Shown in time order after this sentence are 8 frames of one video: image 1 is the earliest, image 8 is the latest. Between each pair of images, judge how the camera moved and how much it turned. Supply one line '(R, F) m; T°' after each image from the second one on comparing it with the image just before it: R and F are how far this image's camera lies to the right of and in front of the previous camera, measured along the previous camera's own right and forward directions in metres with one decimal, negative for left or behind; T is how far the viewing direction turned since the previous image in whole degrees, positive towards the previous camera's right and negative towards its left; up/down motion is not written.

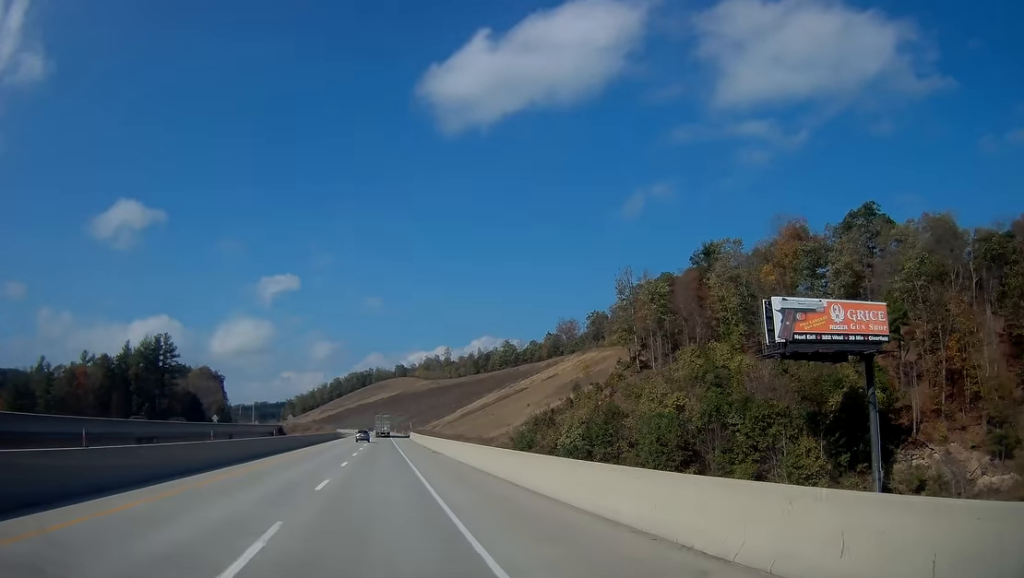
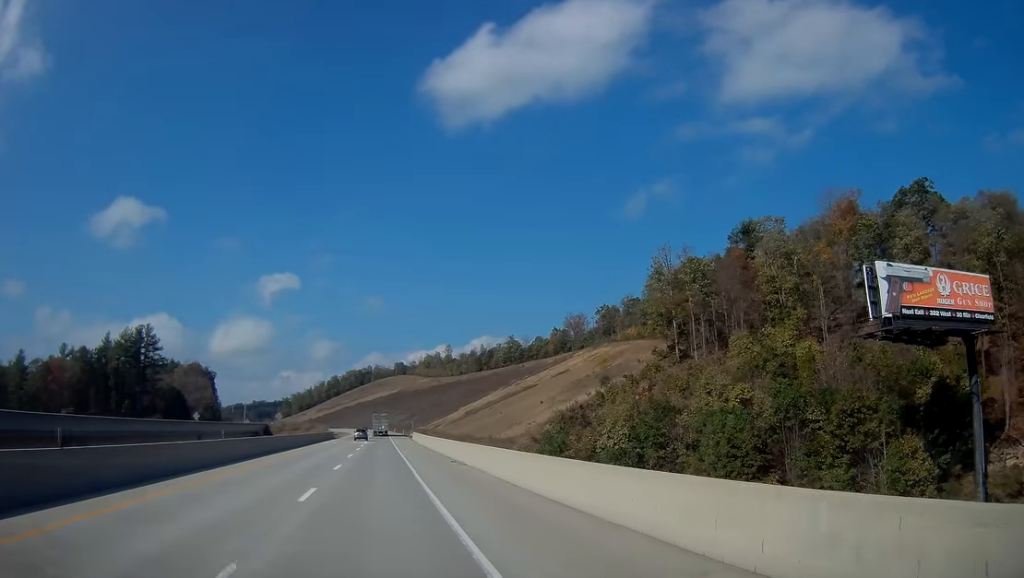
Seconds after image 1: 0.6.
(-0.1, +15.4) m; 0°
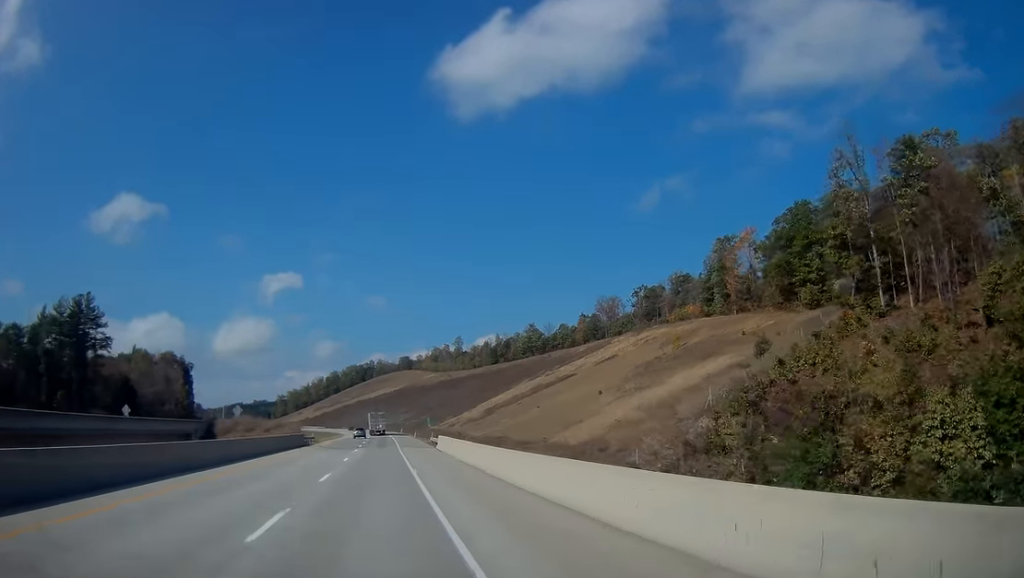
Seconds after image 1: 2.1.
(+0.5, +42.5) m; 0°
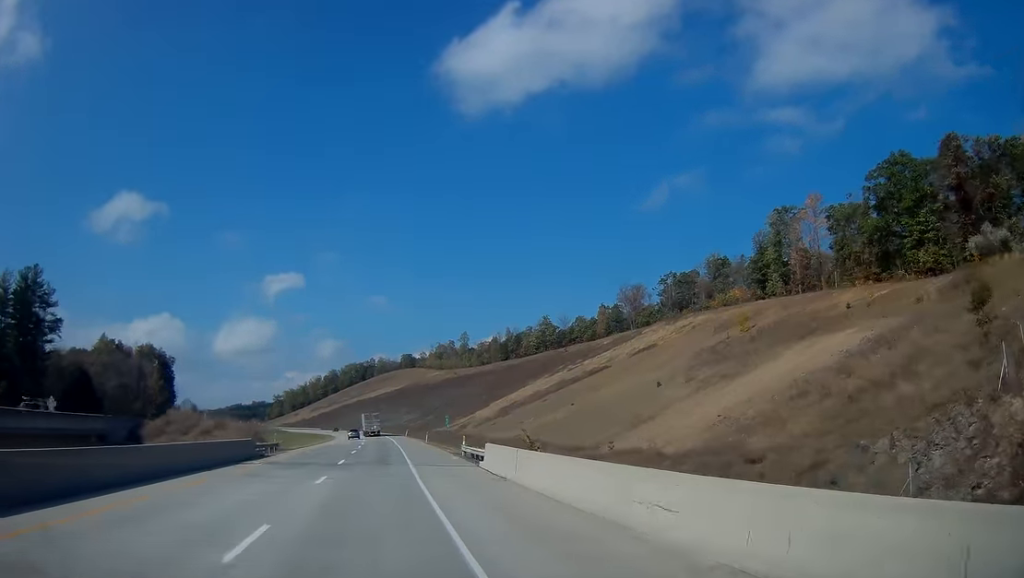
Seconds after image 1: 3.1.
(-0.1, +26.1) m; 0°
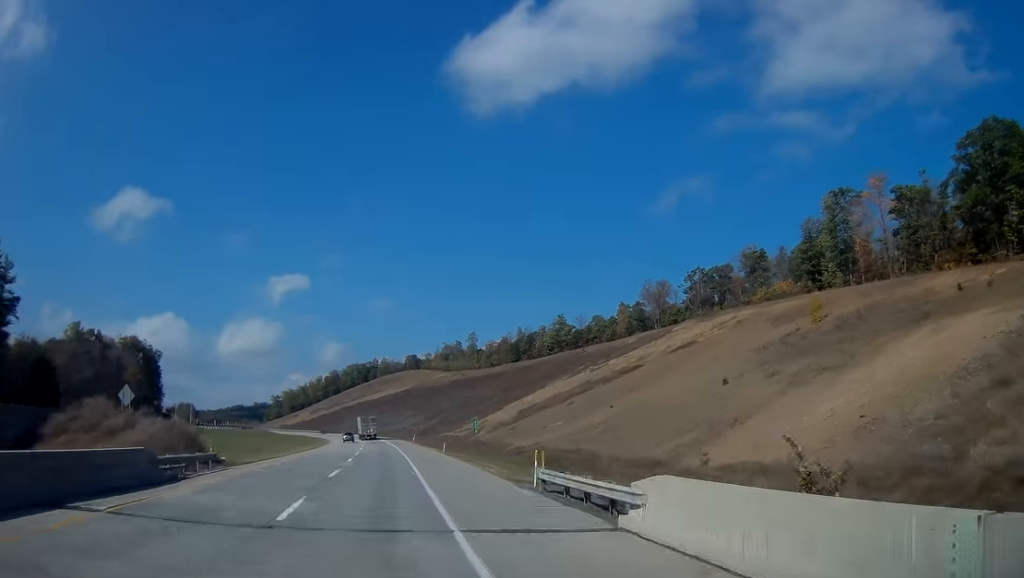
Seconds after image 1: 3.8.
(-0.1, +18.7) m; 0°
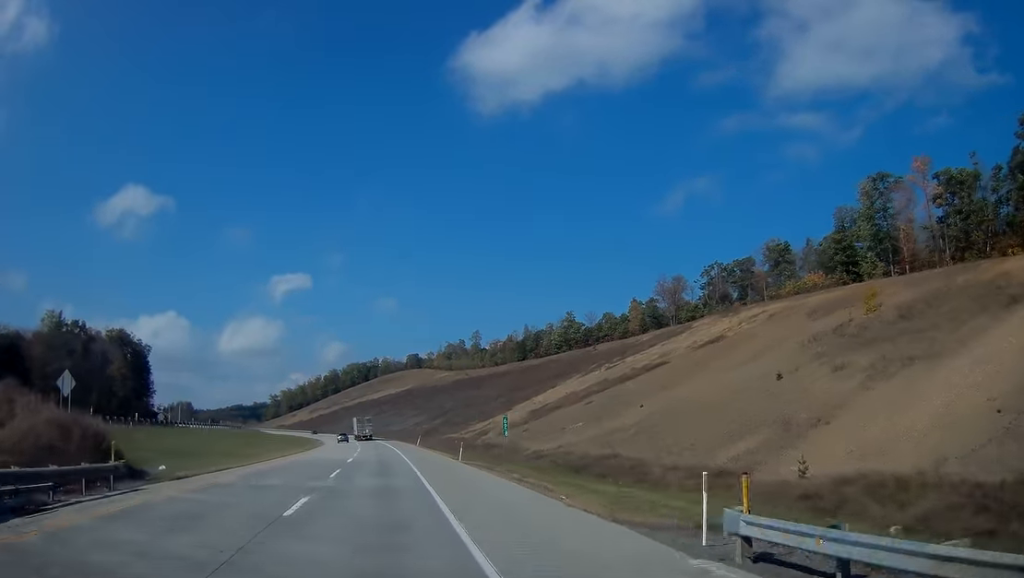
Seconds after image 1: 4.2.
(0.0, +11.5) m; 0°
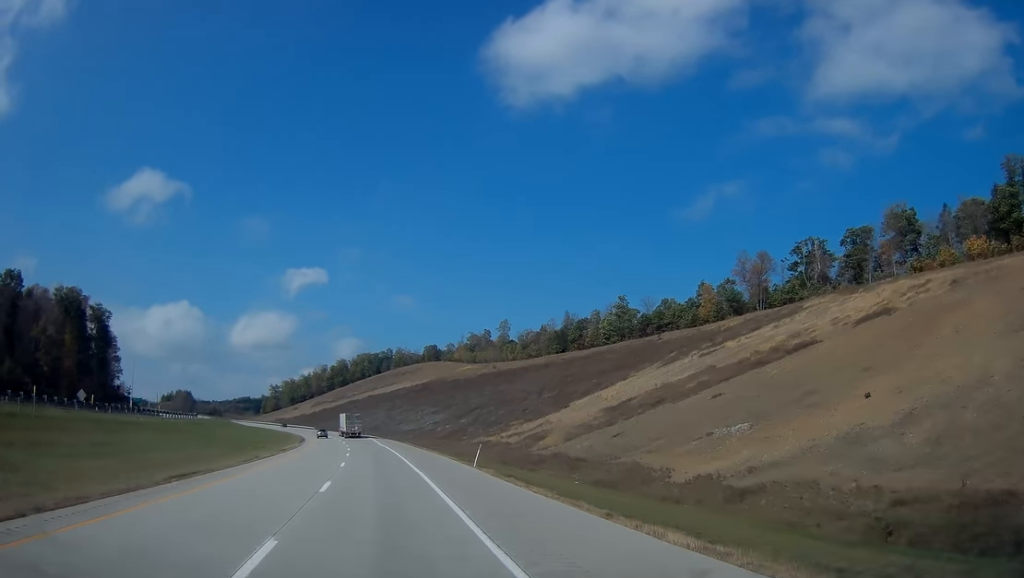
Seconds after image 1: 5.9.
(-0.3, +43.4) m; -1°
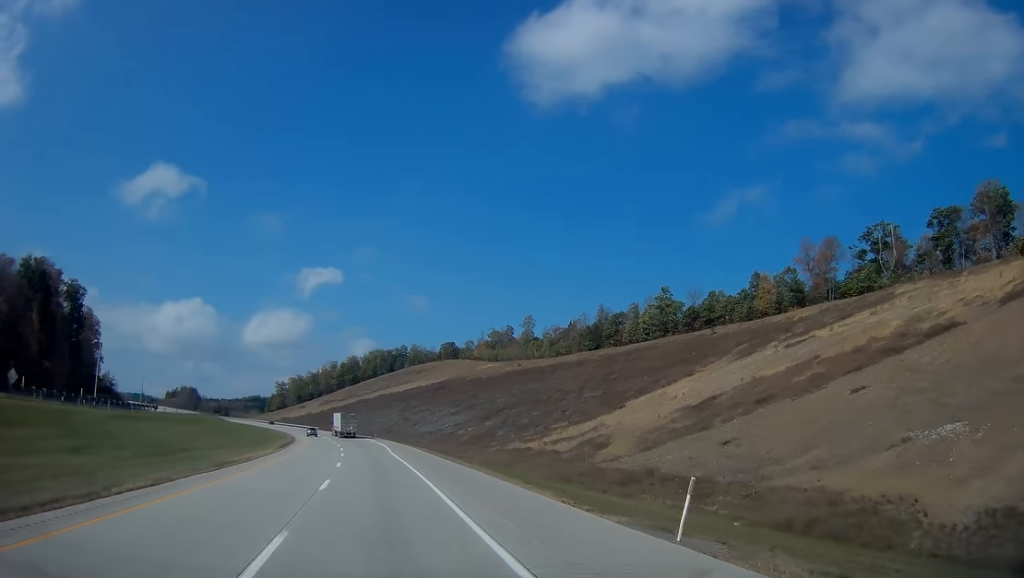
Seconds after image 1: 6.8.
(0.0, +23.9) m; -1°
